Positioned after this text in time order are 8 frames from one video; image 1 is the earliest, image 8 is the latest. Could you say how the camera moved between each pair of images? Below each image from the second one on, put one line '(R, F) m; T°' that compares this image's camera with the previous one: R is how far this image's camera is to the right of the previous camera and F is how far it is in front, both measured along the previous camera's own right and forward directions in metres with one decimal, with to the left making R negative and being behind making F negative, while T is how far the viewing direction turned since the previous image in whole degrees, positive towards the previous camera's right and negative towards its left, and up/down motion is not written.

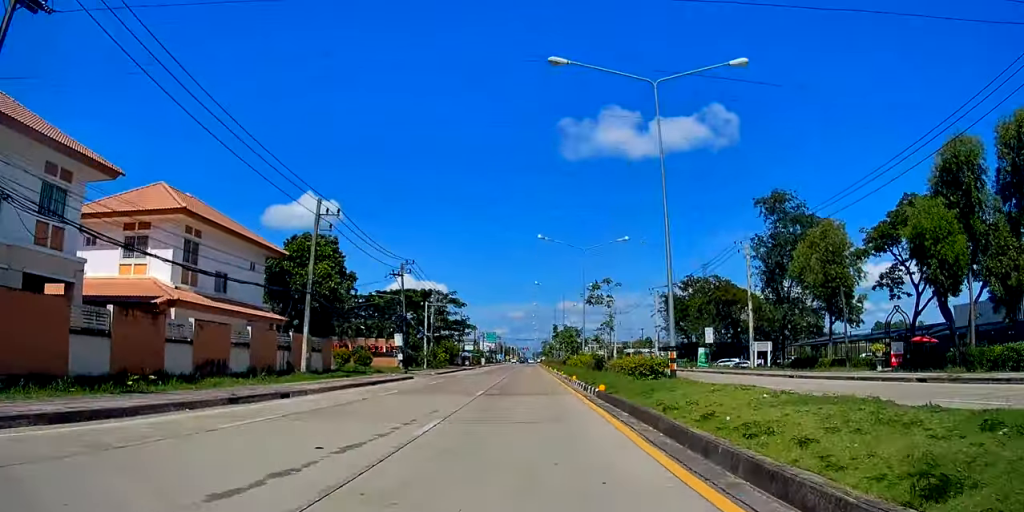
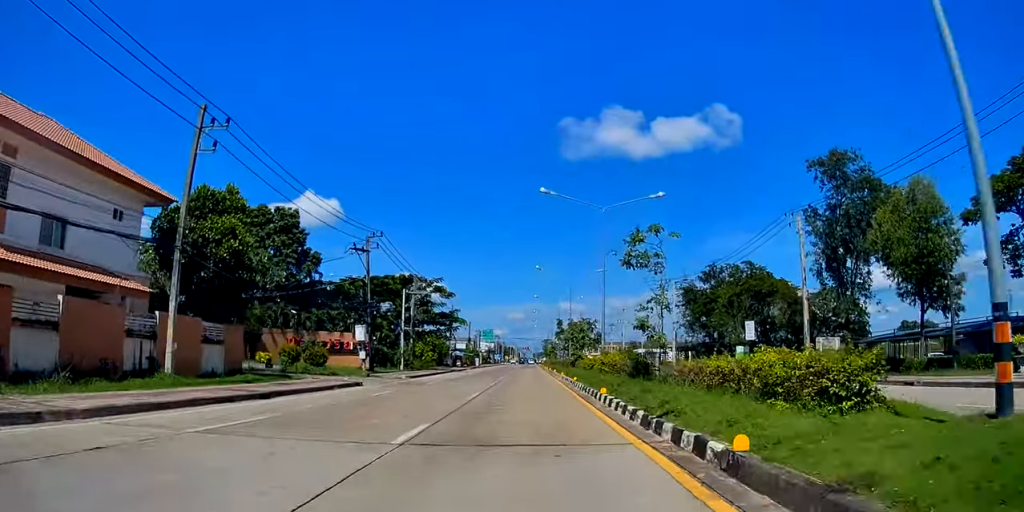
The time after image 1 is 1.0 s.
(-0.3, +12.9) m; 0°
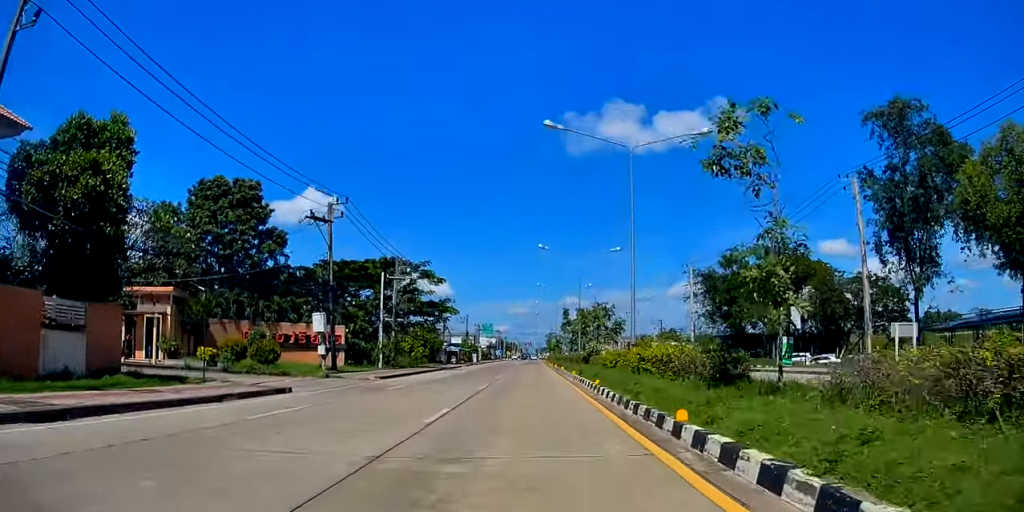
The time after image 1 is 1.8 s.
(+0.1, +9.2) m; 0°
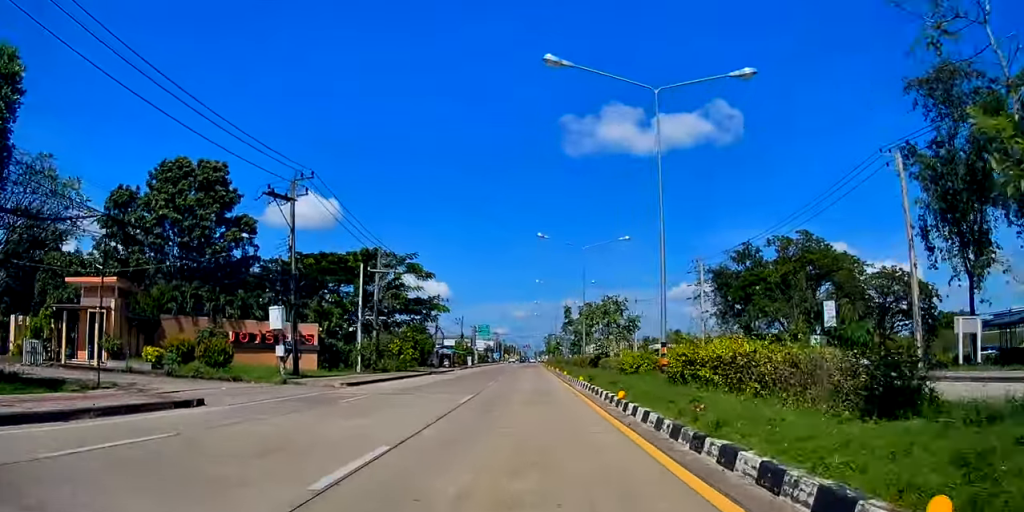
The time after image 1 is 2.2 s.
(+0.3, +5.9) m; 0°
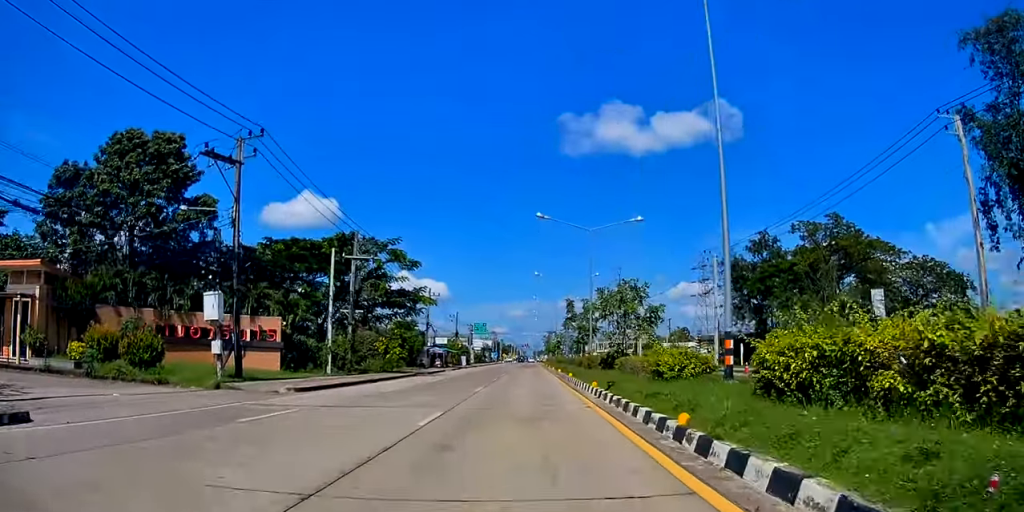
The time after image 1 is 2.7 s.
(-0.2, +6.0) m; 0°
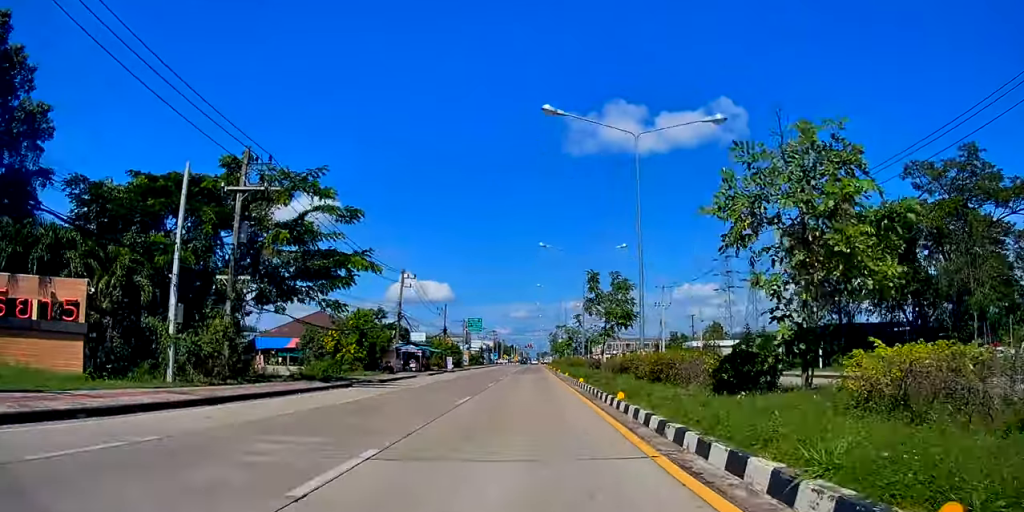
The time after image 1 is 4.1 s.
(+0.1, +17.9) m; 0°
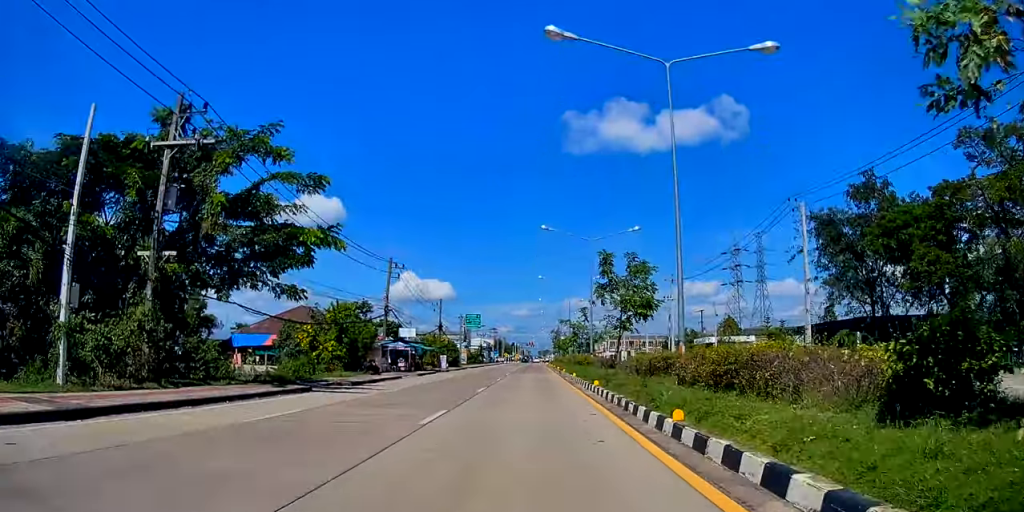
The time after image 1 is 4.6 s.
(0.0, +5.5) m; 0°
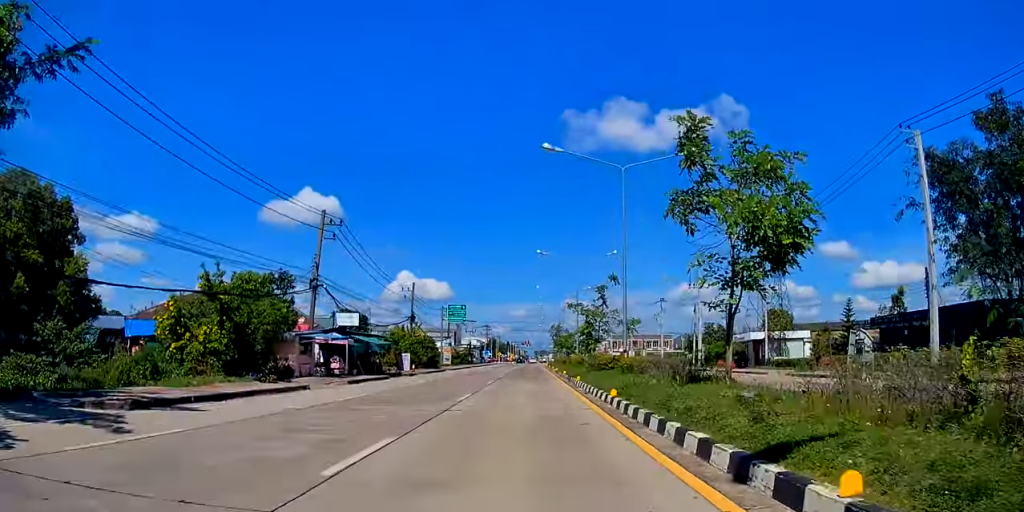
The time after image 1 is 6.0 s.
(0.0, +17.1) m; +1°
